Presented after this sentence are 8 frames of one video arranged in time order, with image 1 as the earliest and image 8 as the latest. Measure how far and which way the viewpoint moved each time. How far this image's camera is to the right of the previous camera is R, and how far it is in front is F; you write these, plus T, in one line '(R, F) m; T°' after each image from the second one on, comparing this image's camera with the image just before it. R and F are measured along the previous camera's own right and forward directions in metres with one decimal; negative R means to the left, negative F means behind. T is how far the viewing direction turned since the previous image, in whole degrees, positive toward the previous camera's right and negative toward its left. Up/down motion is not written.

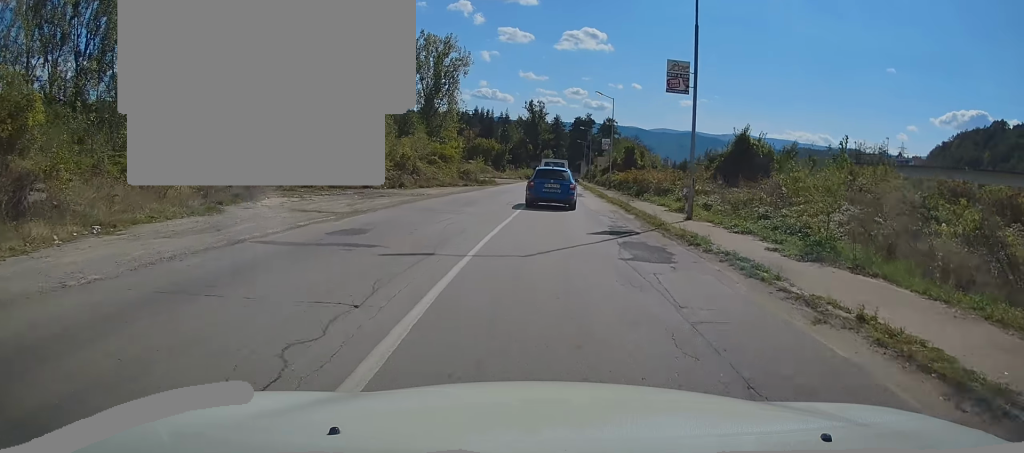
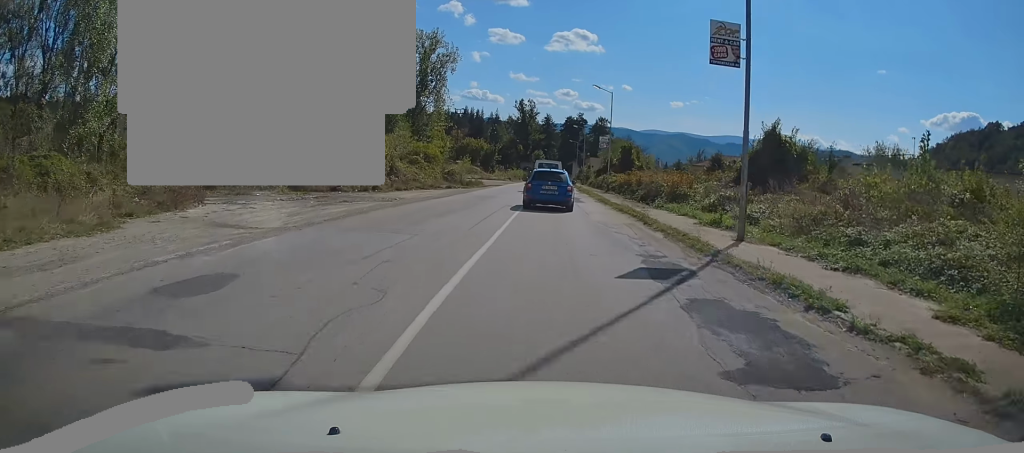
(+0.1, +5.5) m; +1°
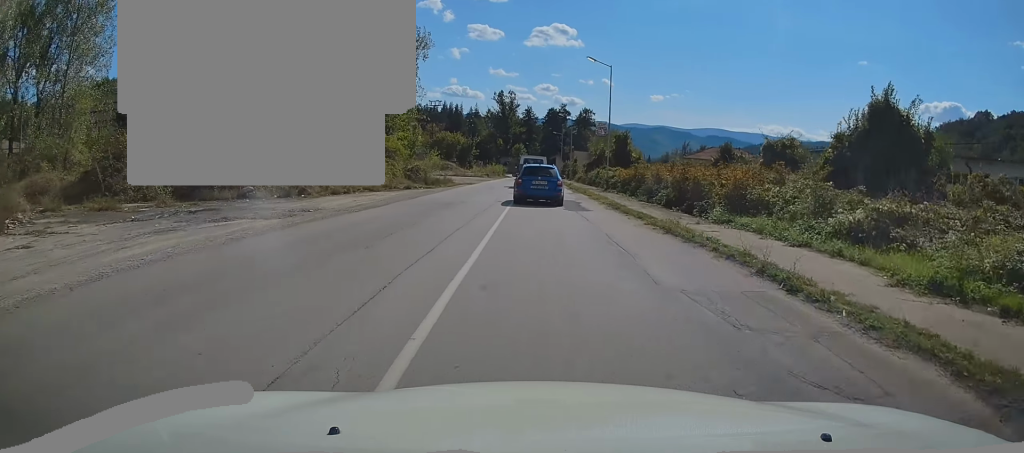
(+0.2, +11.0) m; +1°
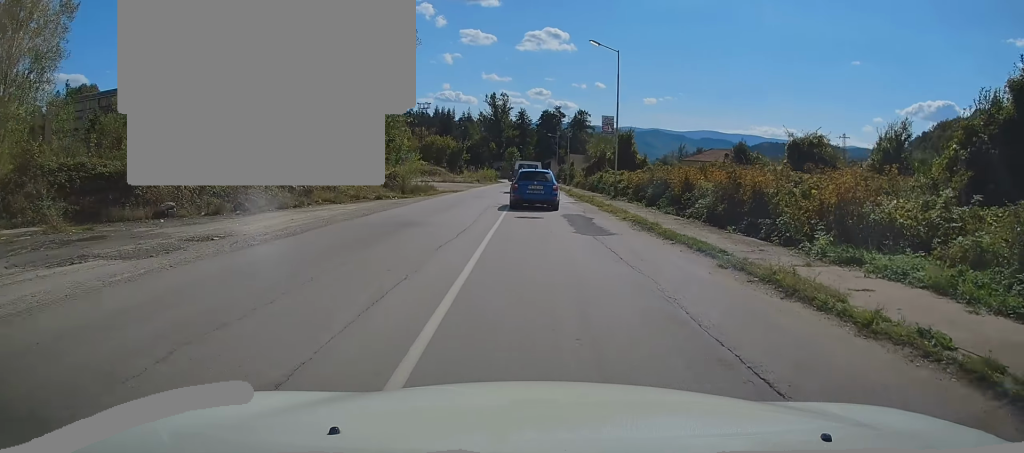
(0.0, +7.1) m; +1°
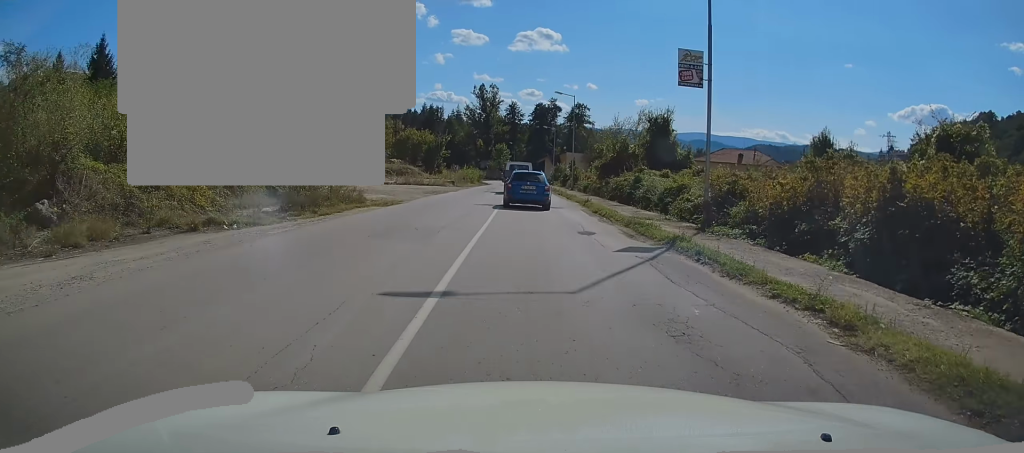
(+0.4, +20.1) m; +1°
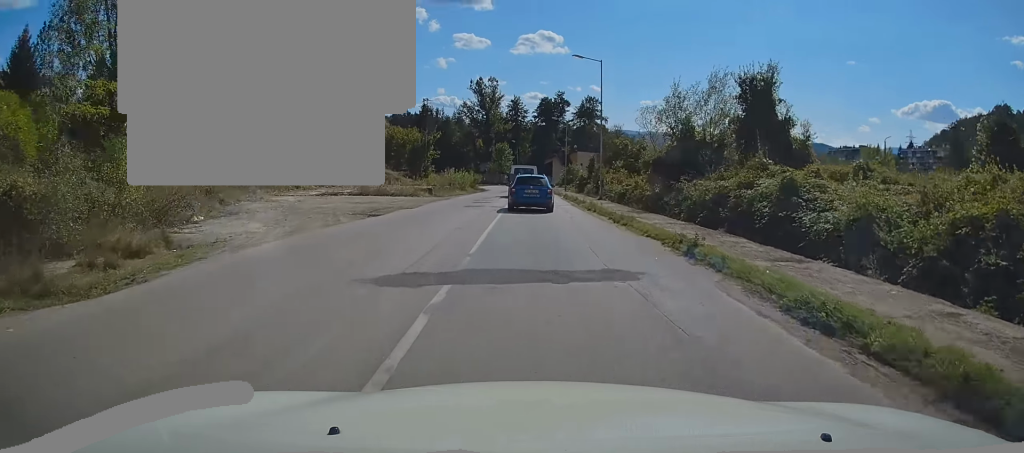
(-0.1, +18.7) m; 0°
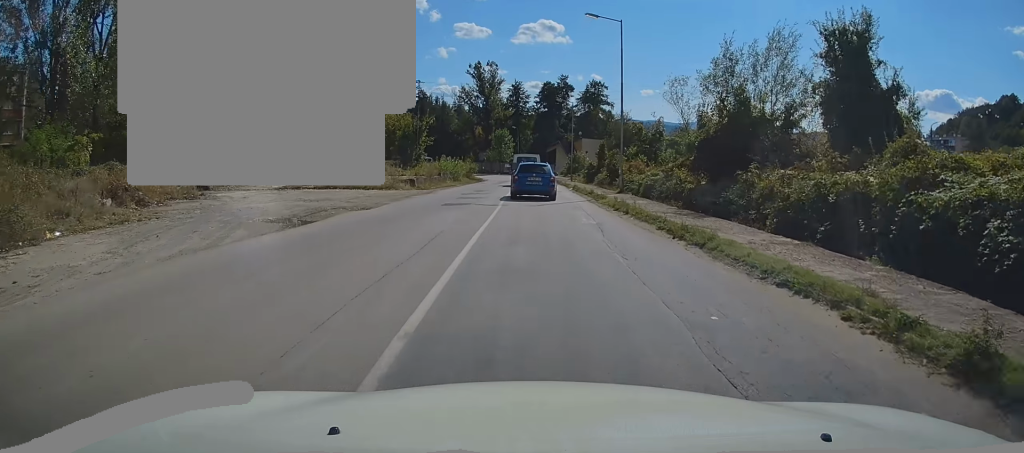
(0.0, +7.7) m; 0°
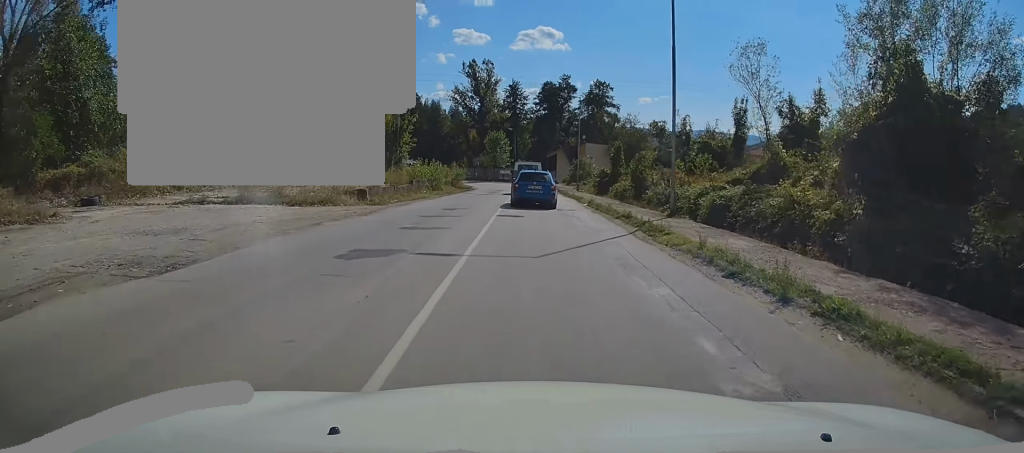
(0.0, +11.2) m; 0°
